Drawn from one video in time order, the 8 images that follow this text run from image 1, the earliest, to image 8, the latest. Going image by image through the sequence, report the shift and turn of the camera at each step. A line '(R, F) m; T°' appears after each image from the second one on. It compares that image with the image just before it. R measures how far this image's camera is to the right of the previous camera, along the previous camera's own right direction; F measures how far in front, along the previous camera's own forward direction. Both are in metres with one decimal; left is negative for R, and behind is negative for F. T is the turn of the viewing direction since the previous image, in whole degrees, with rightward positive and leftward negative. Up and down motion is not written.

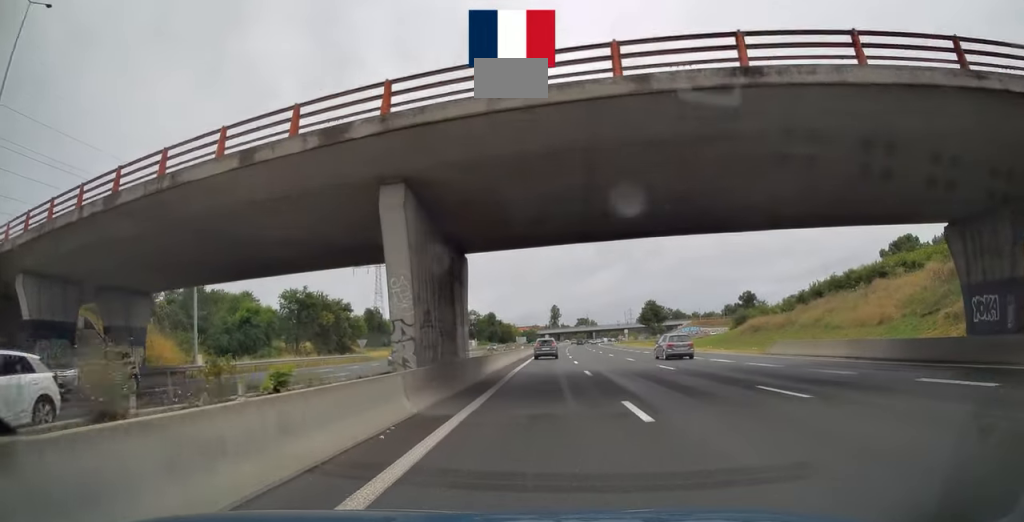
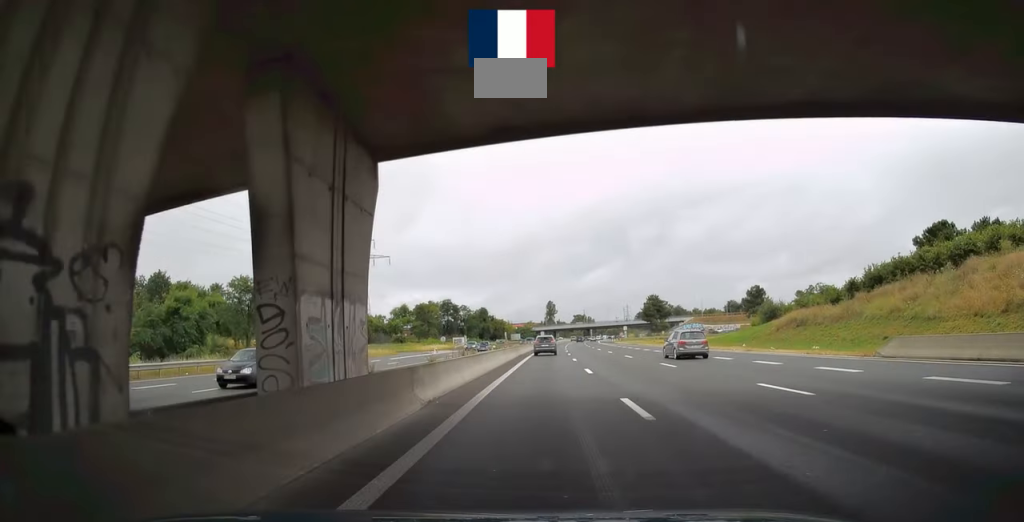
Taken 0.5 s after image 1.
(+0.1, +13.4) m; 0°
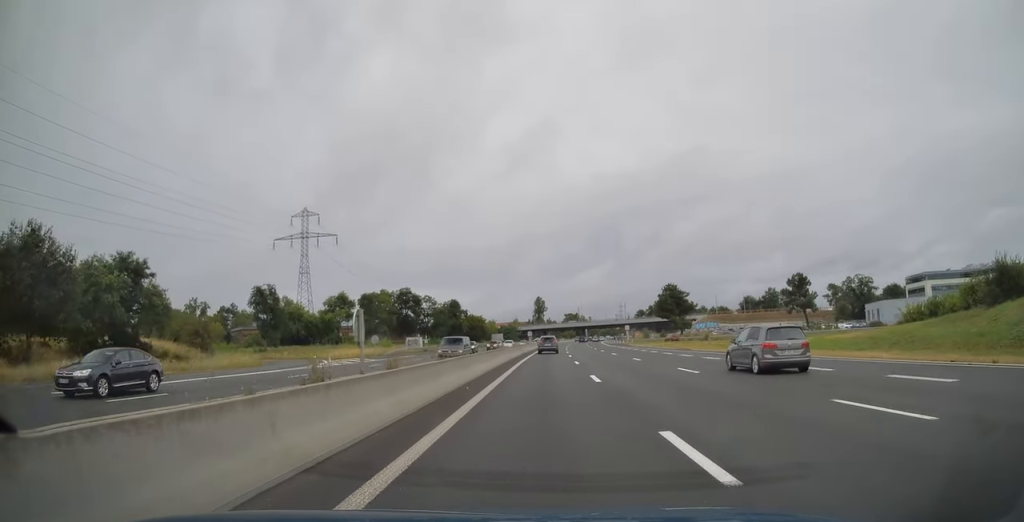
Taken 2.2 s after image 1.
(+0.3, +44.6) m; +1°
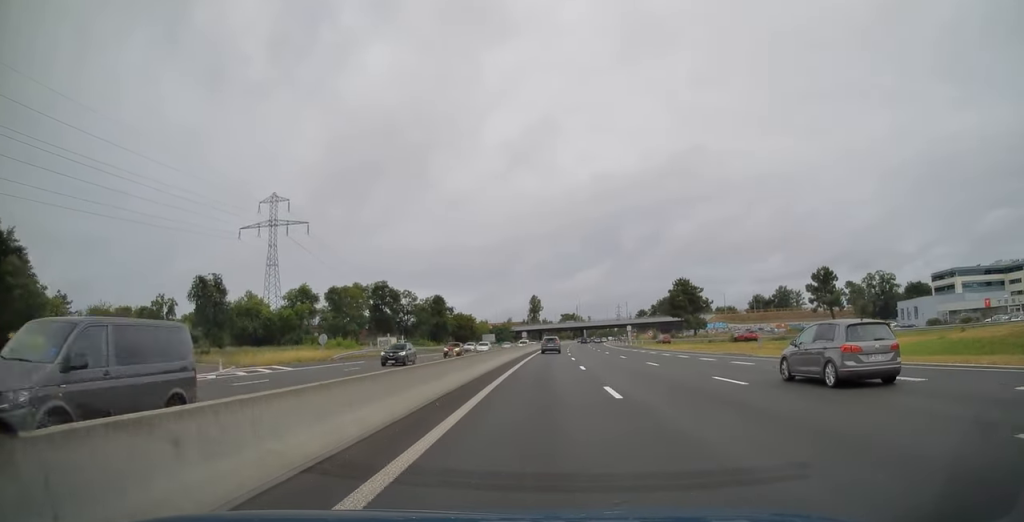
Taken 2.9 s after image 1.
(+0.1, +18.6) m; +1°
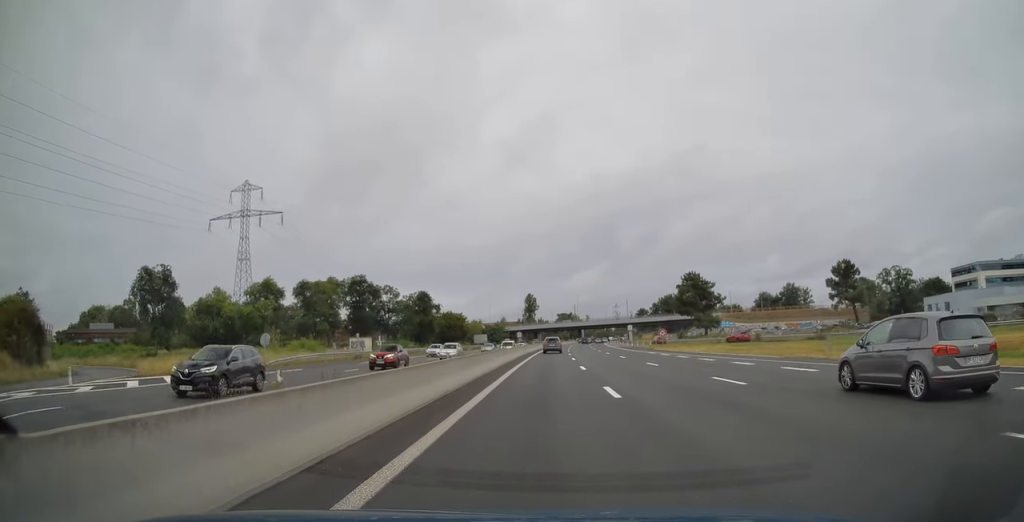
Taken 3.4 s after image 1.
(+0.1, +13.0) m; +1°
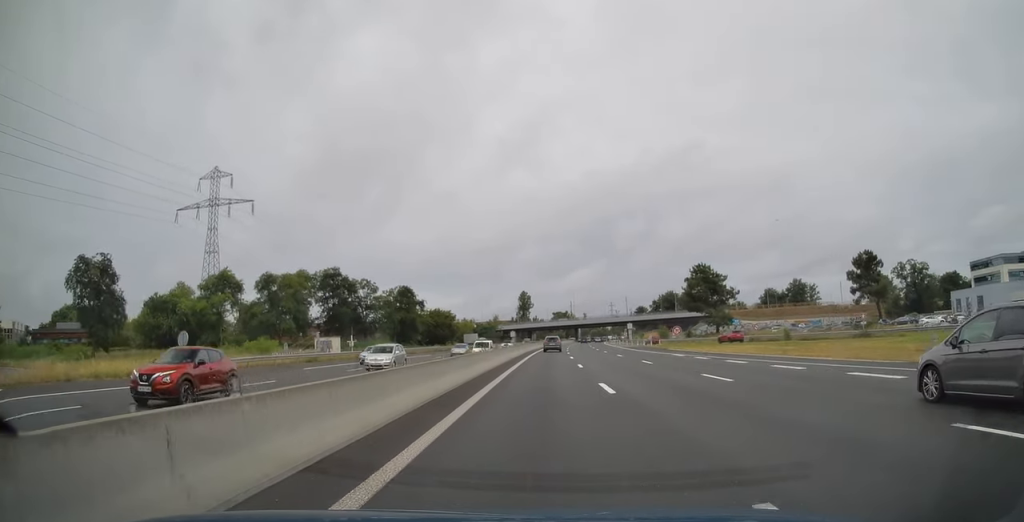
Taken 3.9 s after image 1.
(+0.1, +12.1) m; 0°
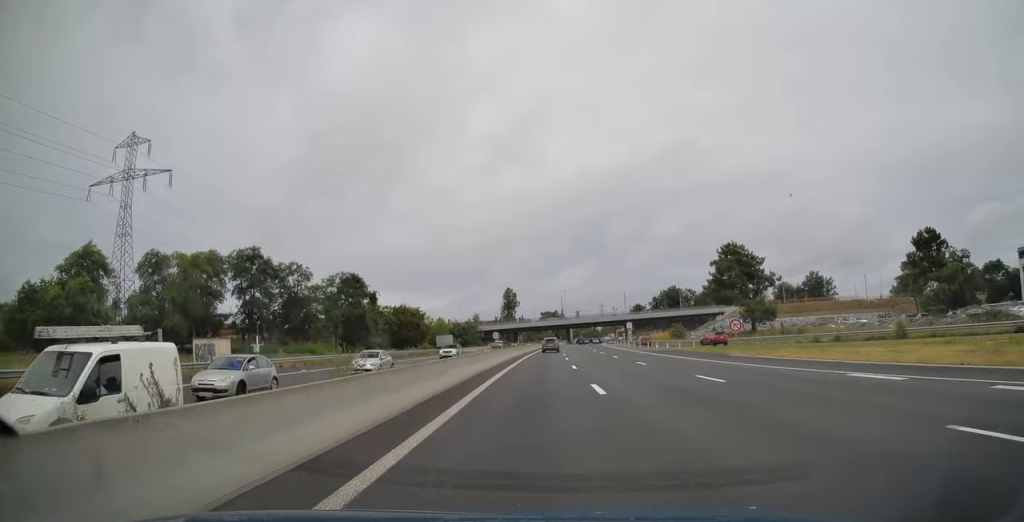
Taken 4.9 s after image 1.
(+0.2, +26.2) m; +1°
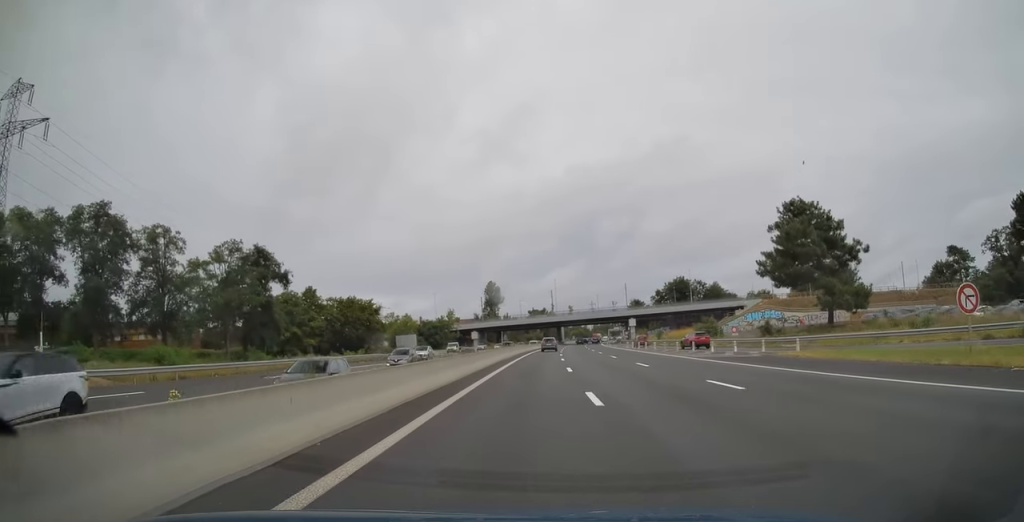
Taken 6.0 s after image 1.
(+0.2, +28.7) m; +1°
